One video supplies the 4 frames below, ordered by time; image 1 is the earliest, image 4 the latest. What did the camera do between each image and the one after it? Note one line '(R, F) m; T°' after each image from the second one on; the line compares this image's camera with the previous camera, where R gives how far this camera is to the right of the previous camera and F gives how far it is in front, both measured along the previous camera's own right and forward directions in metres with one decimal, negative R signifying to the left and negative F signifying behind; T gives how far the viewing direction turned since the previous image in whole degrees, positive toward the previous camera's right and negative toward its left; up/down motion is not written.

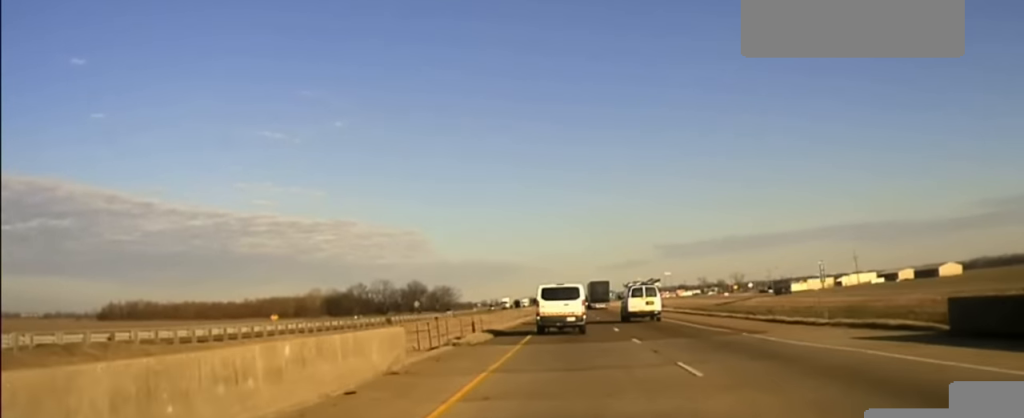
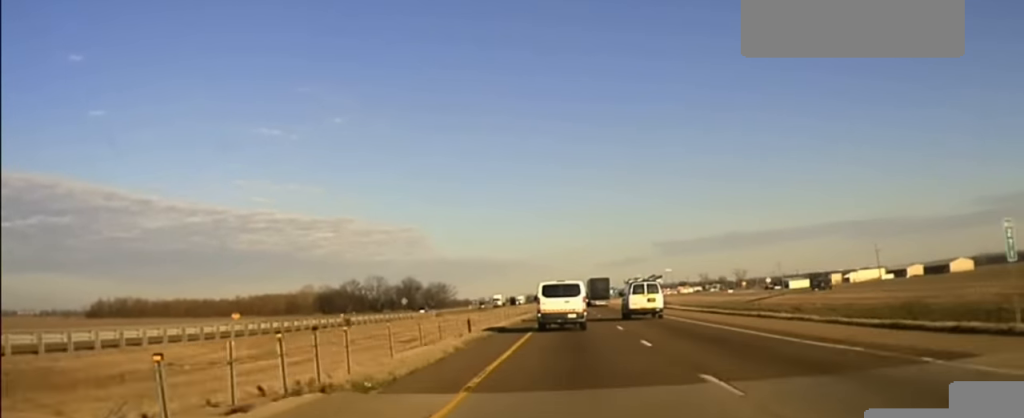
(+0.1, +13.7) m; 0°
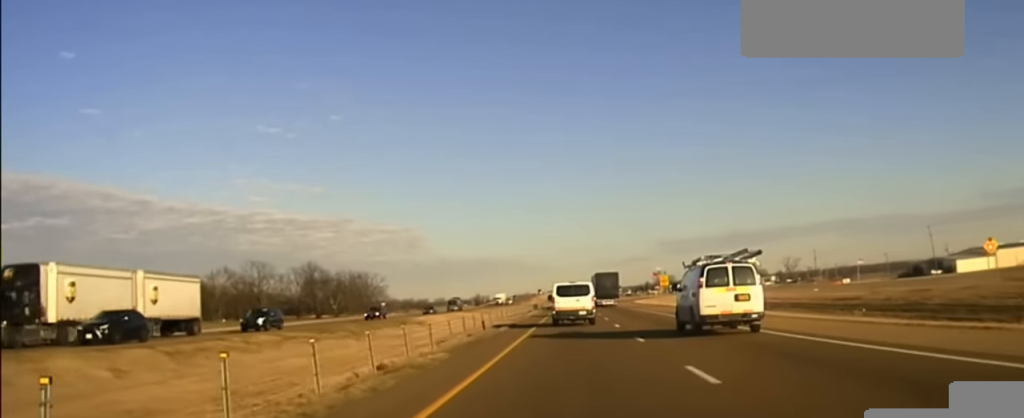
(-0.6, +191.7) m; 0°
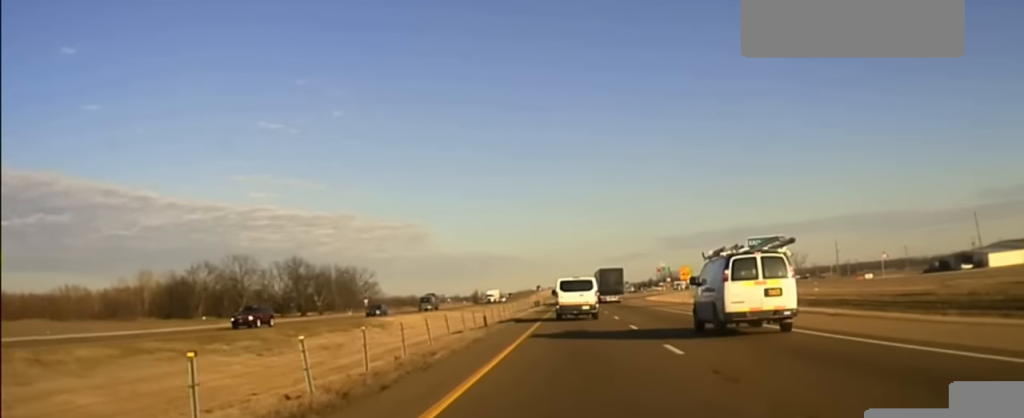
(0.0, +22.5) m; 0°
